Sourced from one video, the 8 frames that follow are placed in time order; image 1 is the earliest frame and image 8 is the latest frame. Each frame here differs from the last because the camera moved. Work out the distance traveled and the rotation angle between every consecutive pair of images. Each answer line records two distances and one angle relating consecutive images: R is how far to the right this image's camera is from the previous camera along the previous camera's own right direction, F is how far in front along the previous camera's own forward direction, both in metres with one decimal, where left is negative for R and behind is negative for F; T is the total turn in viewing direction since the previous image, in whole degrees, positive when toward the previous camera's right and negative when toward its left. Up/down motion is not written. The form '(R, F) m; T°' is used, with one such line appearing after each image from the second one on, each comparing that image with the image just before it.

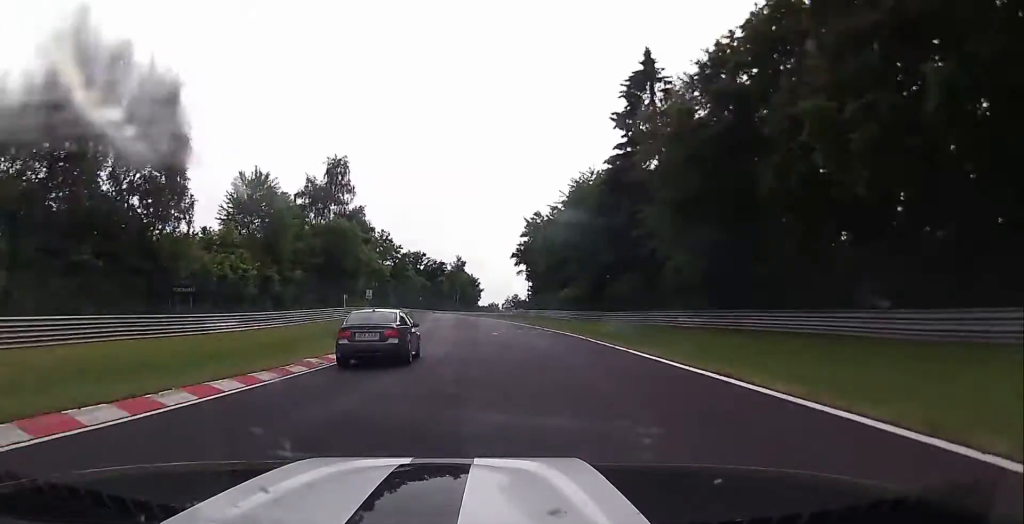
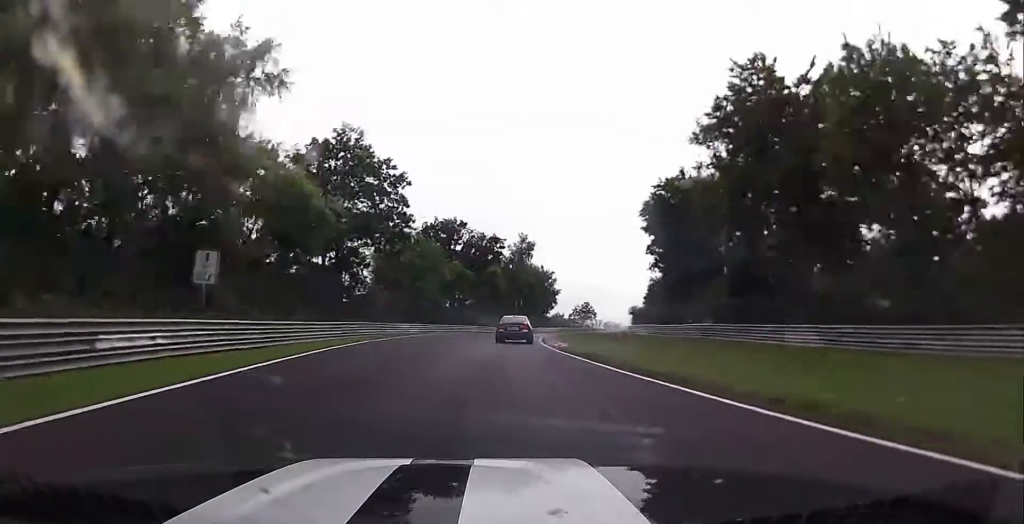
(-4.5, +76.8) m; -3°
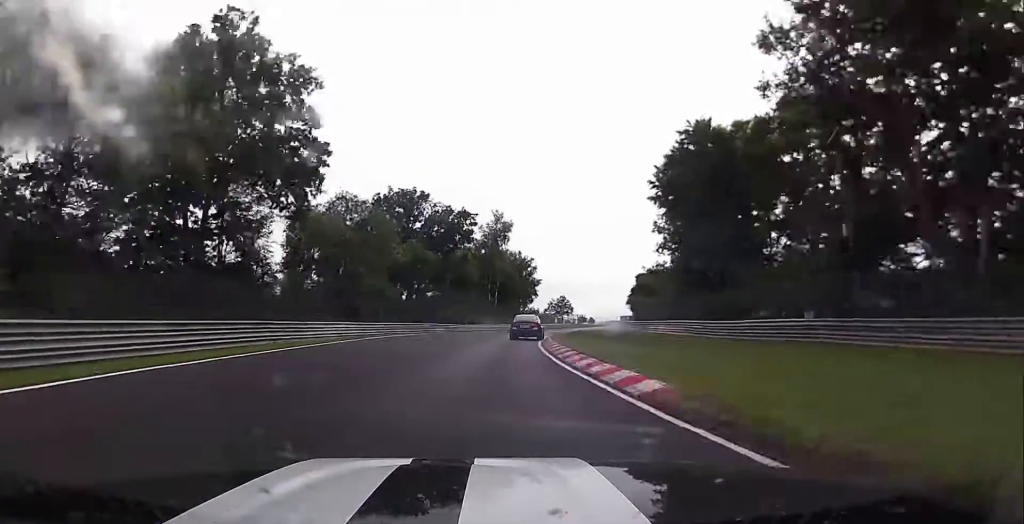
(+0.1, +19.1) m; +1°
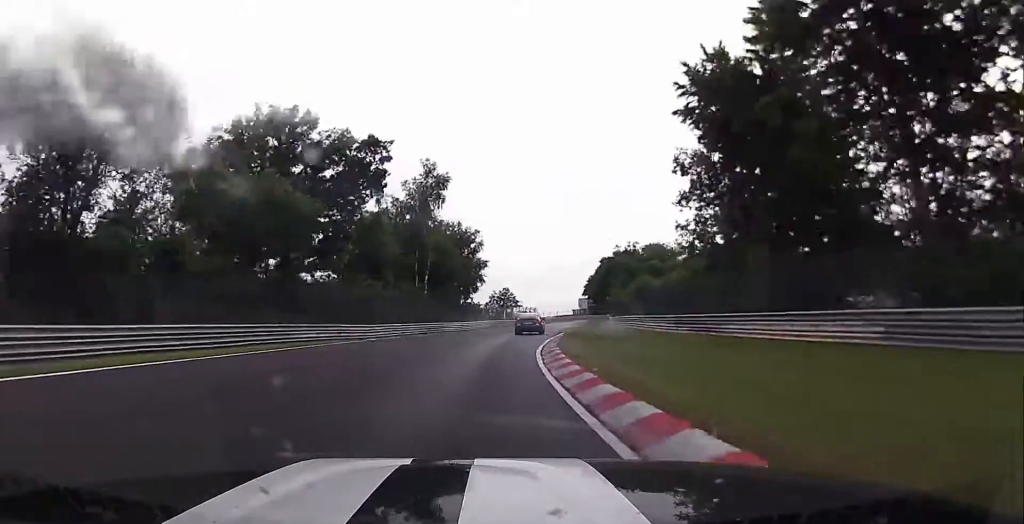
(+0.3, +28.9) m; +4°
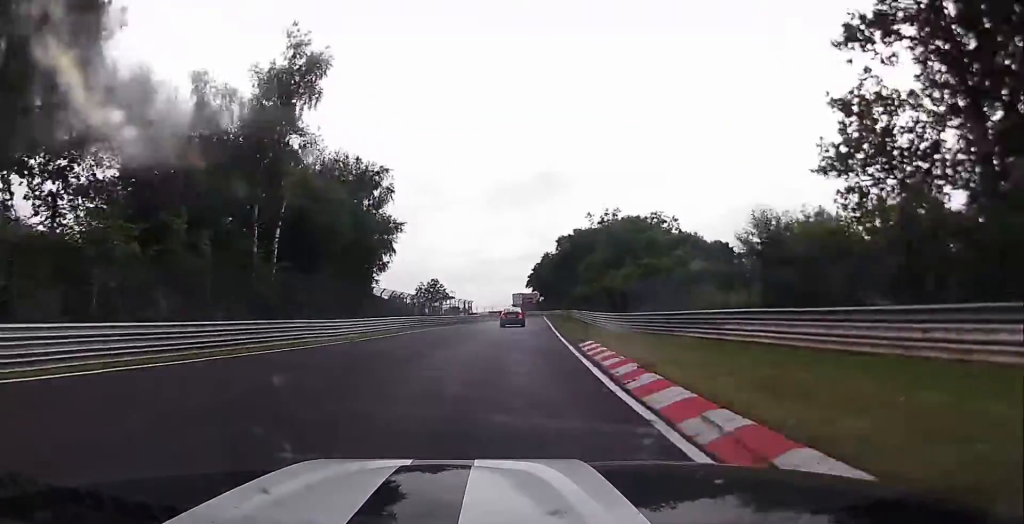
(+1.7, +30.9) m; +5°
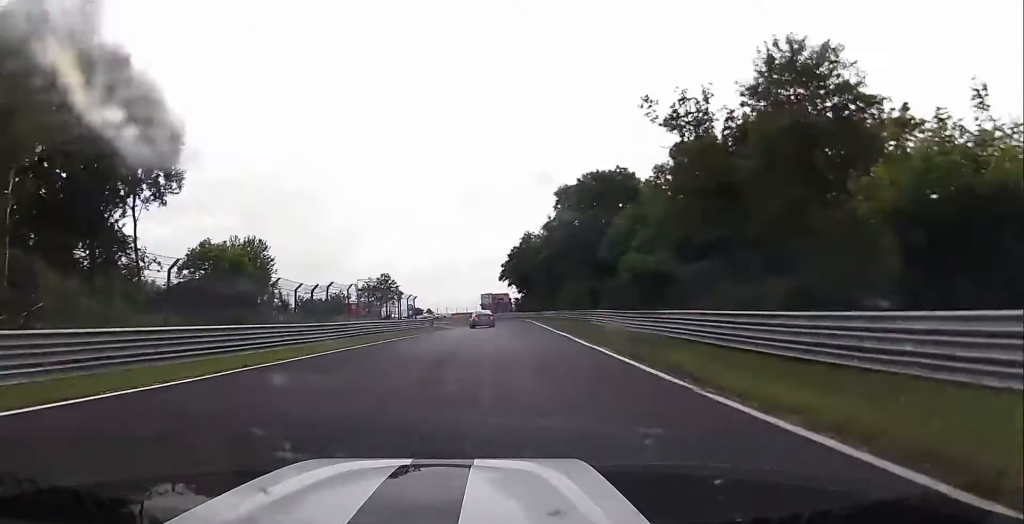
(+2.3, +43.1) m; +4°
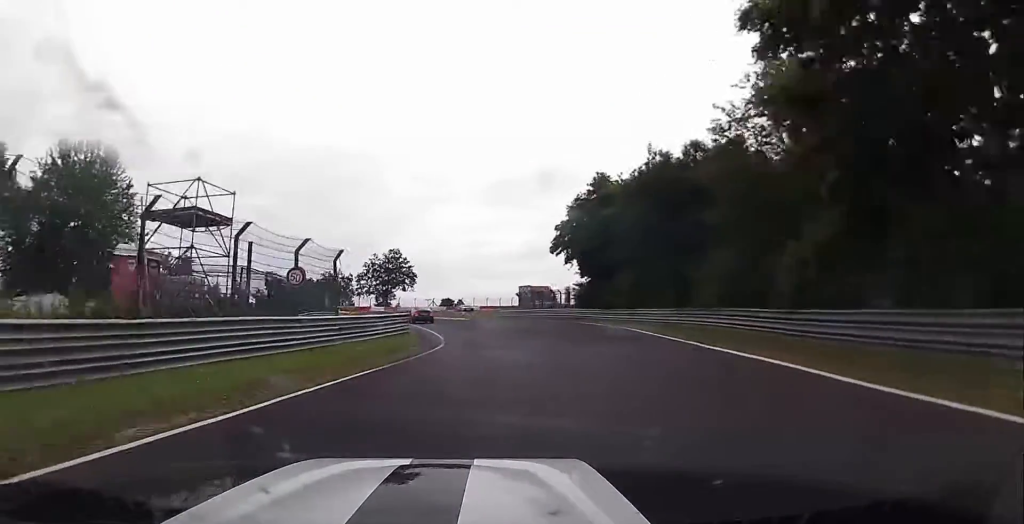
(-0.4, +43.6) m; -3°
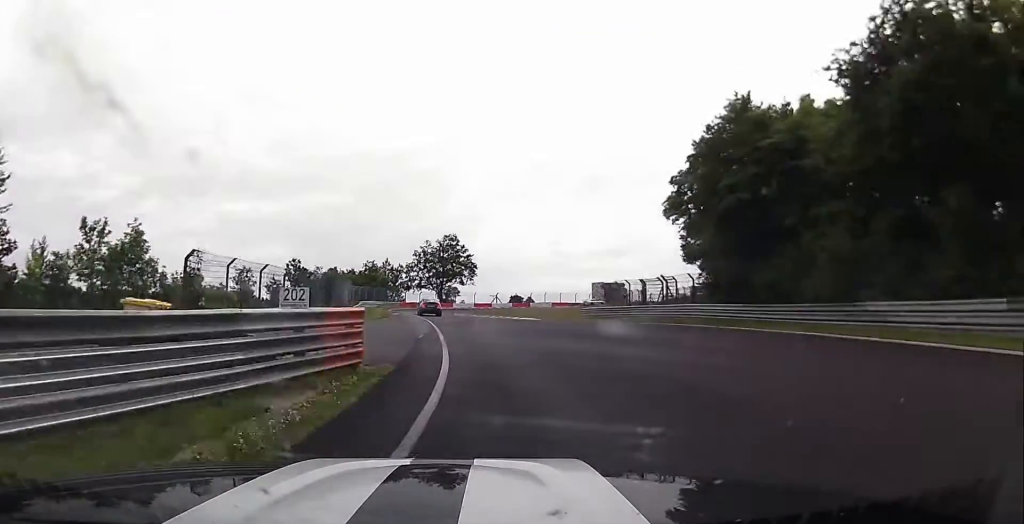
(-0.6, +22.8) m; -4°
